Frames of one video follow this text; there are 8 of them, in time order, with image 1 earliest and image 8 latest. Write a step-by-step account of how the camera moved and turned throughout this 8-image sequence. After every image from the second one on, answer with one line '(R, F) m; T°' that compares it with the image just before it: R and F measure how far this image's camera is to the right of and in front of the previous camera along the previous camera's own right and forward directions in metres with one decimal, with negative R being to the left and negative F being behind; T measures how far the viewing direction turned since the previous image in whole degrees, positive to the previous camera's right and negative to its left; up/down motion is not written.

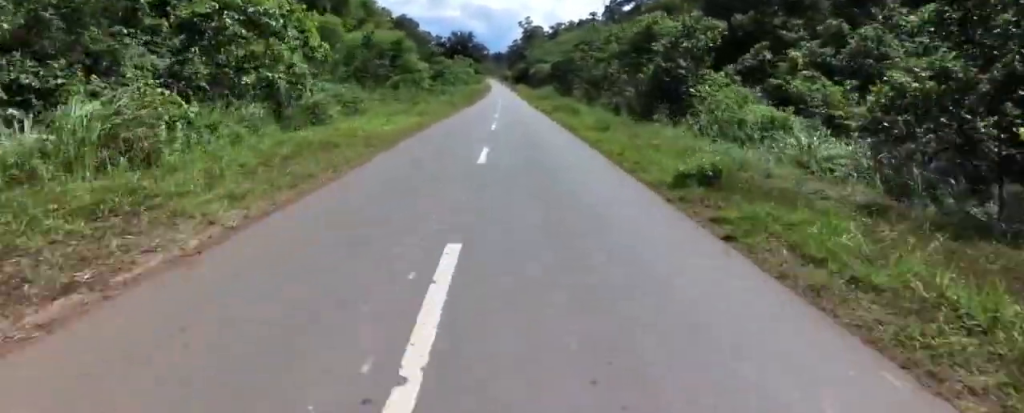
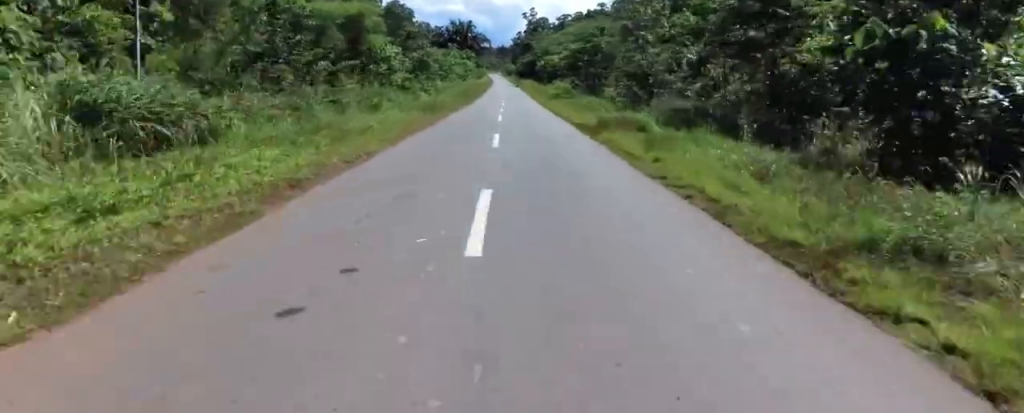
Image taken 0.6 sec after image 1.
(-0.3, +14.1) m; 0°
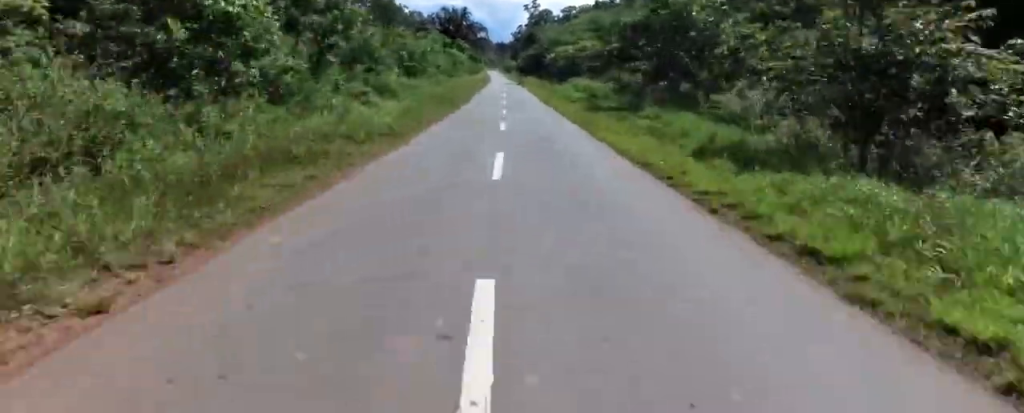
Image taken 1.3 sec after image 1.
(-0.4, +19.3) m; 0°
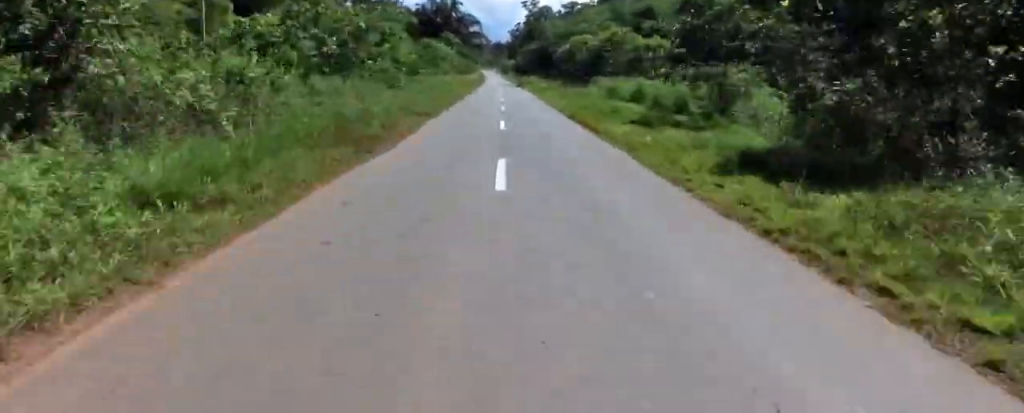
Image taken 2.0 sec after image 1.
(+0.5, +17.9) m; +2°
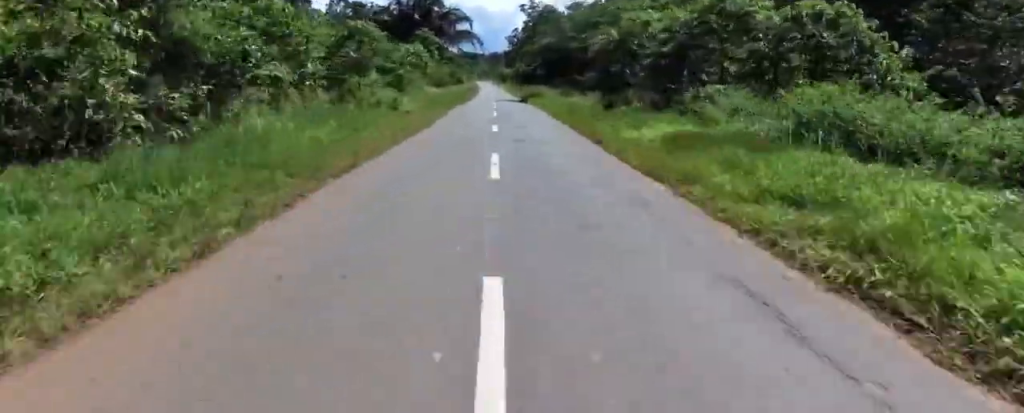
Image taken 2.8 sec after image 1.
(+0.1, +20.8) m; 0°
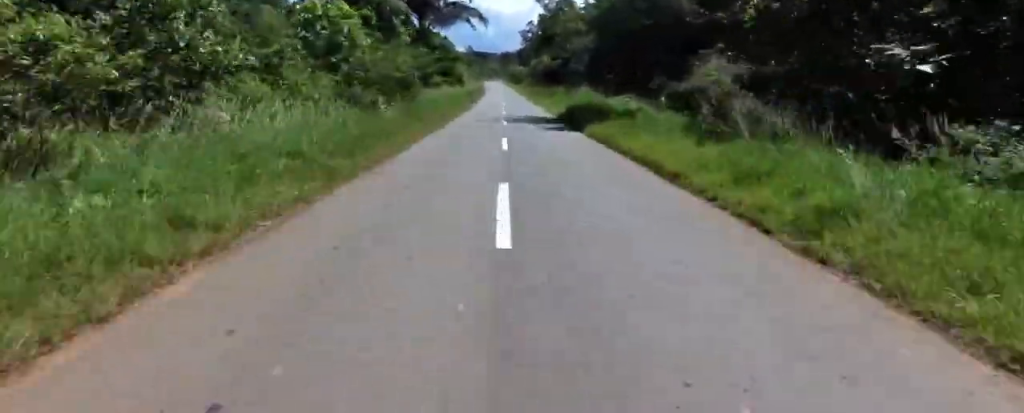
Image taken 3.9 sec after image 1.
(0.0, +27.3) m; -2°
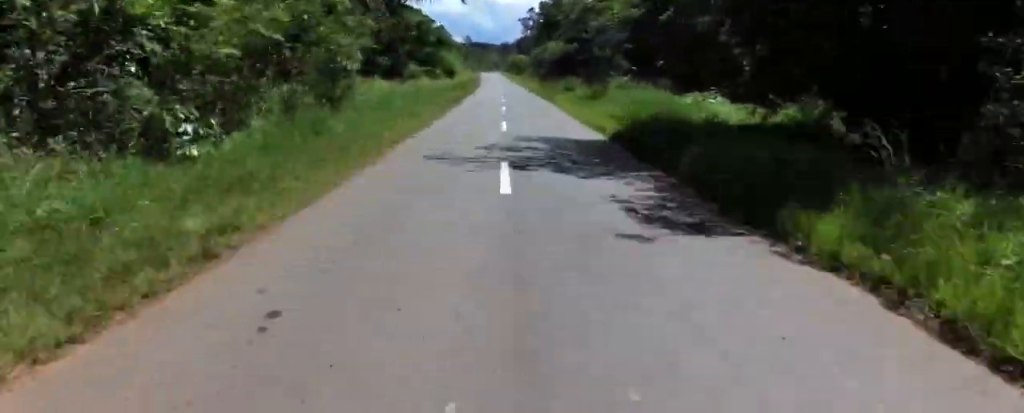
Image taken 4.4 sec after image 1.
(-0.1, +14.3) m; -1°
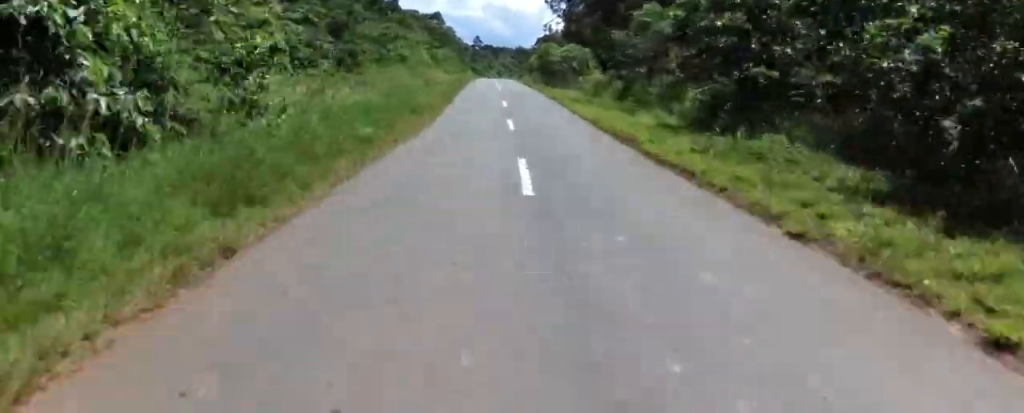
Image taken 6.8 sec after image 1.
(-1.3, +64.7) m; -2°
